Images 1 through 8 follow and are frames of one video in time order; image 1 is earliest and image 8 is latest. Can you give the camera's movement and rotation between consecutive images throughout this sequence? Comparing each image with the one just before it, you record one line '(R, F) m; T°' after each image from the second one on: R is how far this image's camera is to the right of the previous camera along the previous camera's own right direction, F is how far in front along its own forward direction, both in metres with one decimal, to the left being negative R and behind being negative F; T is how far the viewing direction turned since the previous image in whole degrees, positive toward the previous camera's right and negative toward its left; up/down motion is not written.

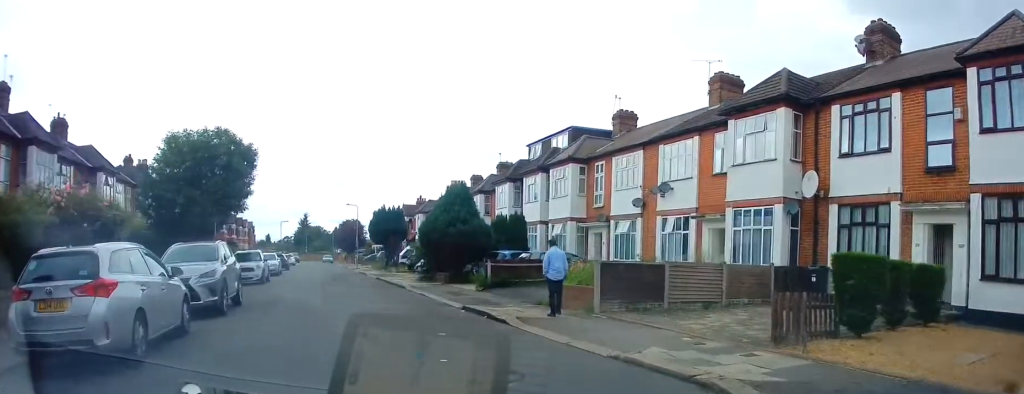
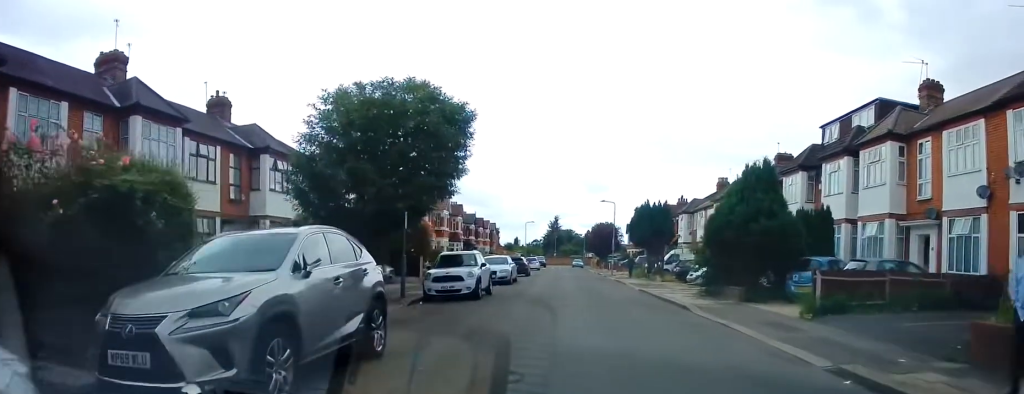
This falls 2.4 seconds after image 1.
(-1.9, +8.0) m; -16°
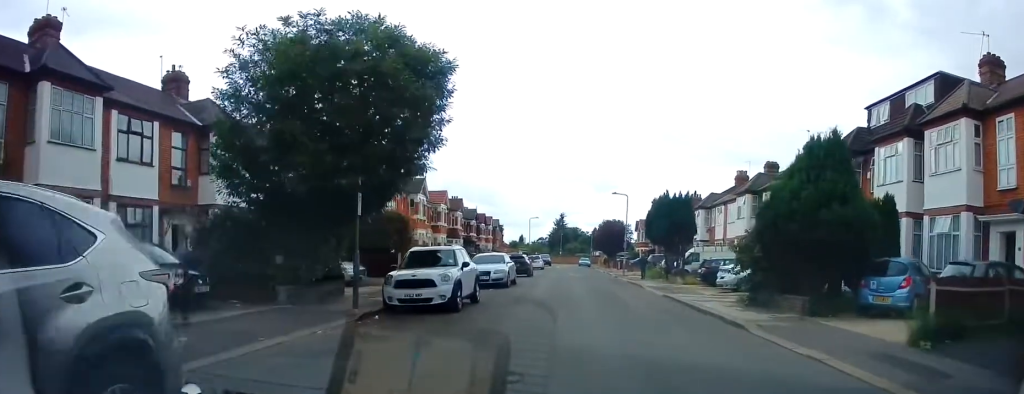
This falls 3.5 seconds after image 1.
(+0.3, +4.8) m; +1°
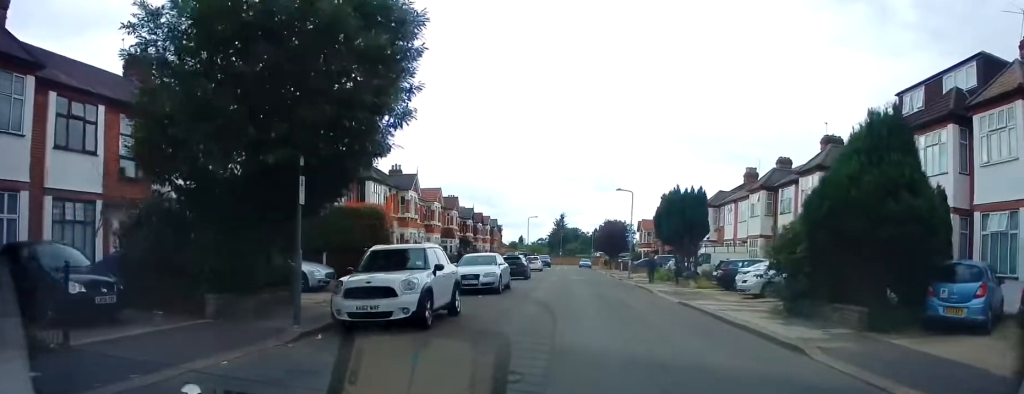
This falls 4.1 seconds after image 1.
(-0.1, +3.1) m; -3°
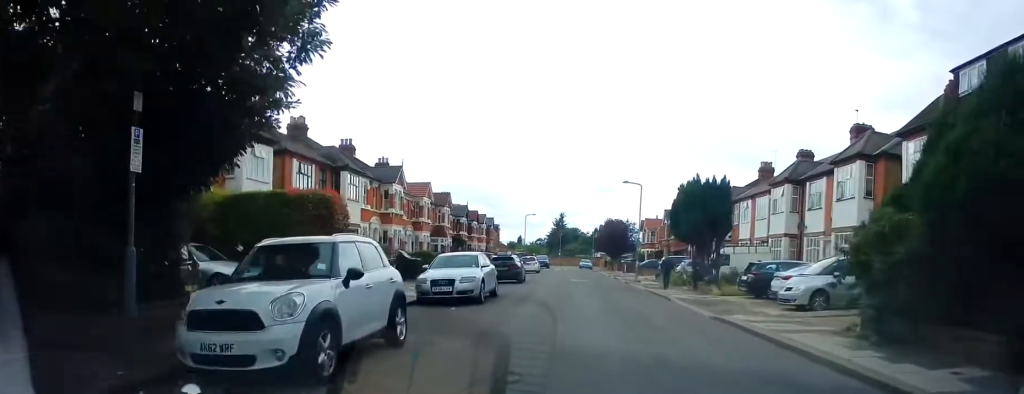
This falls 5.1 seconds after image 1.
(-0.2, +4.6) m; 0°
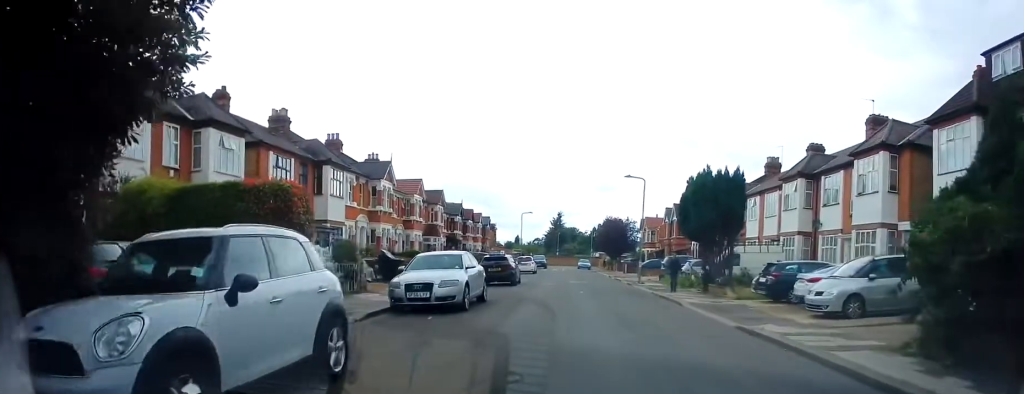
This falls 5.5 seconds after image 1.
(-0.1, +2.4) m; +3°
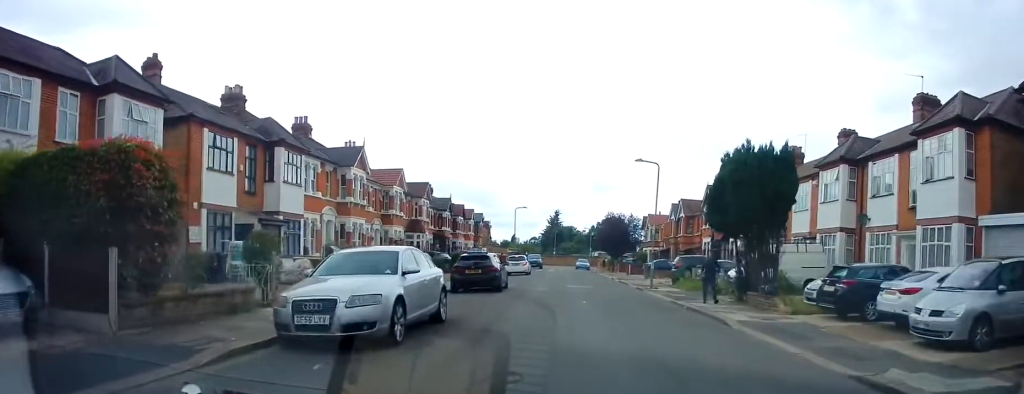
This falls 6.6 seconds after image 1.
(+0.5, +5.6) m; +1°
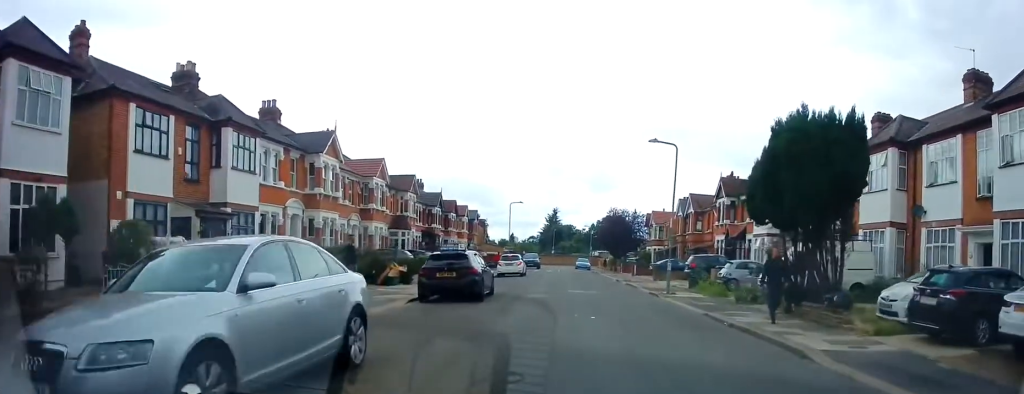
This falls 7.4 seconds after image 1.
(-0.3, +4.7) m; -3°
